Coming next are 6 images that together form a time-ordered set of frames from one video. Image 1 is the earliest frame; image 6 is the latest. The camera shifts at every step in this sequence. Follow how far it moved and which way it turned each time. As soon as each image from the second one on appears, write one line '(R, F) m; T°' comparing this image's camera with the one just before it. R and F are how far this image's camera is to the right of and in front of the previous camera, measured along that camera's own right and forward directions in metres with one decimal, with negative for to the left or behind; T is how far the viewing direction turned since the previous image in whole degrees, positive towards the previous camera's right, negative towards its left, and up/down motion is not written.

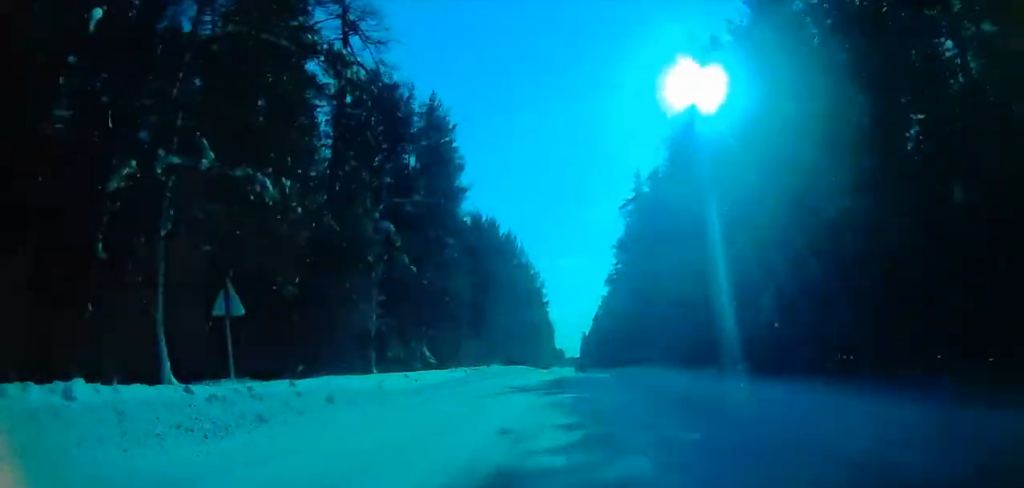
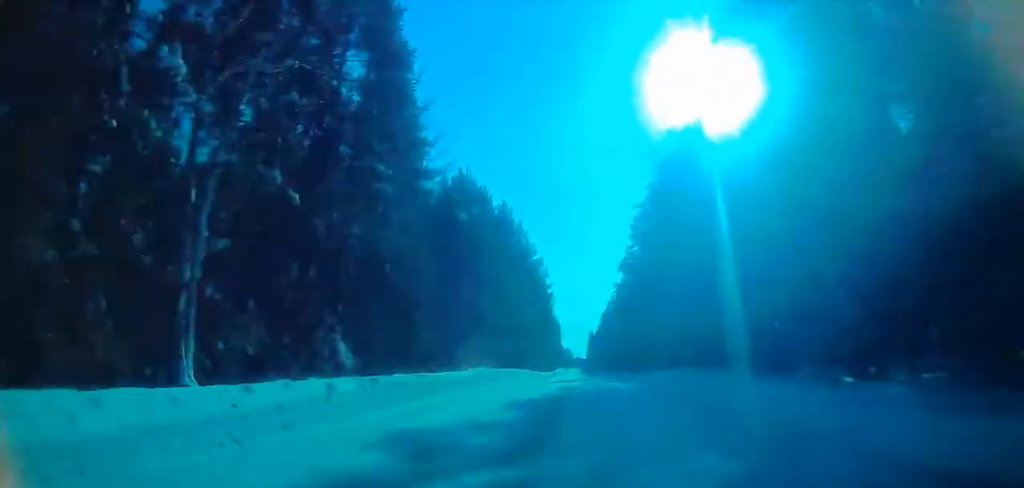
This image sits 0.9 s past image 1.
(0.0, +20.4) m; 0°
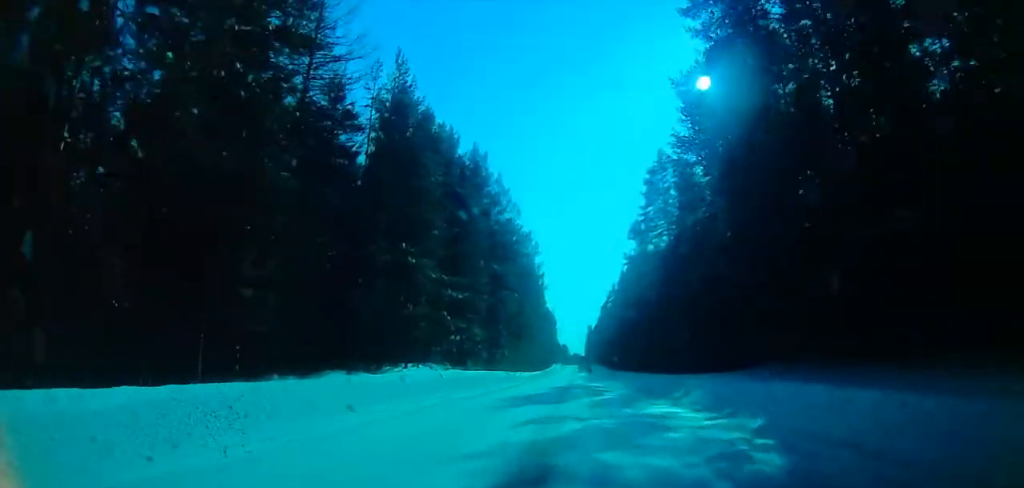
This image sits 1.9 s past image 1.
(0.0, +24.5) m; 0°
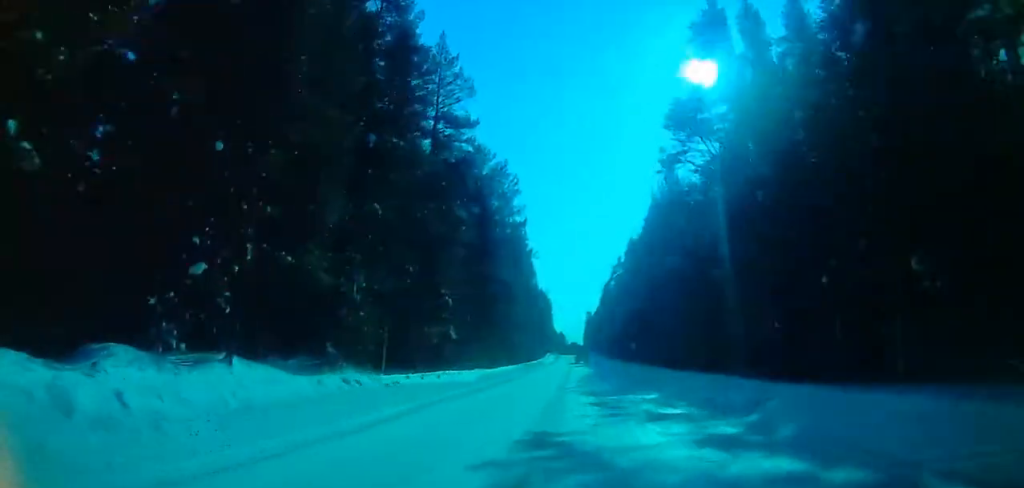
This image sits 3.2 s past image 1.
(0.0, +34.9) m; 0°
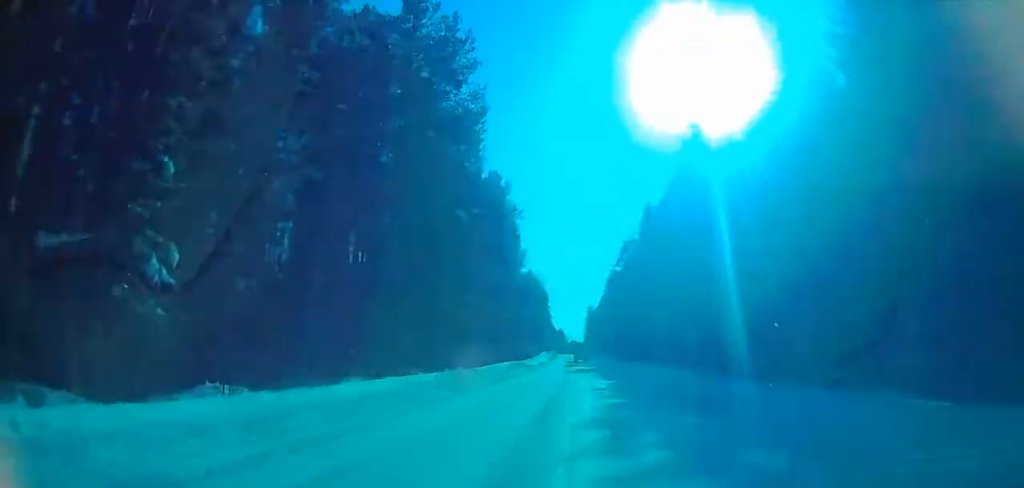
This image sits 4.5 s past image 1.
(0.0, +34.5) m; 0°
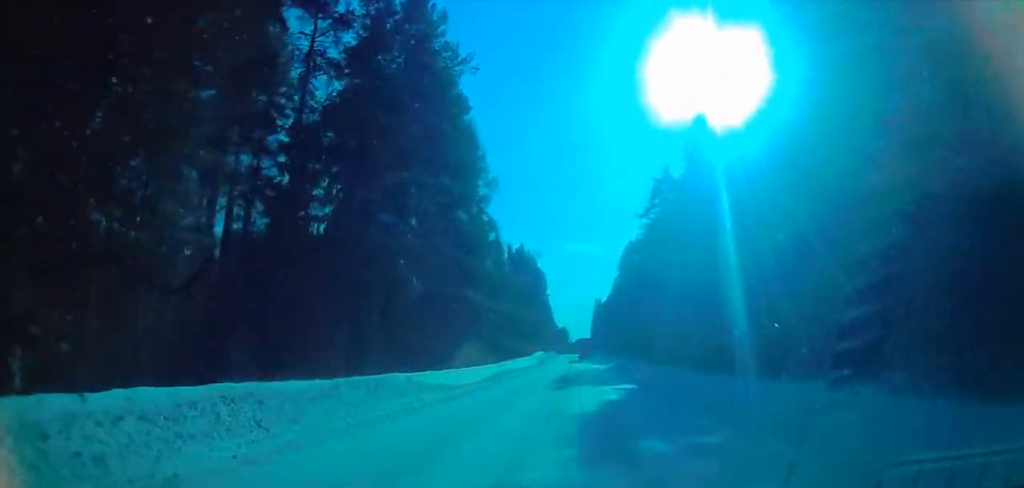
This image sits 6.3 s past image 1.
(0.0, +47.3) m; 0°
